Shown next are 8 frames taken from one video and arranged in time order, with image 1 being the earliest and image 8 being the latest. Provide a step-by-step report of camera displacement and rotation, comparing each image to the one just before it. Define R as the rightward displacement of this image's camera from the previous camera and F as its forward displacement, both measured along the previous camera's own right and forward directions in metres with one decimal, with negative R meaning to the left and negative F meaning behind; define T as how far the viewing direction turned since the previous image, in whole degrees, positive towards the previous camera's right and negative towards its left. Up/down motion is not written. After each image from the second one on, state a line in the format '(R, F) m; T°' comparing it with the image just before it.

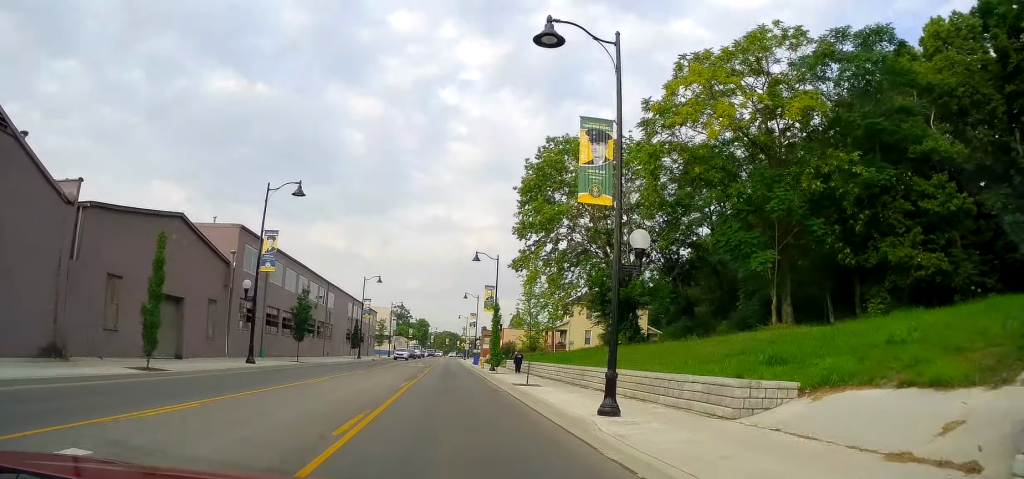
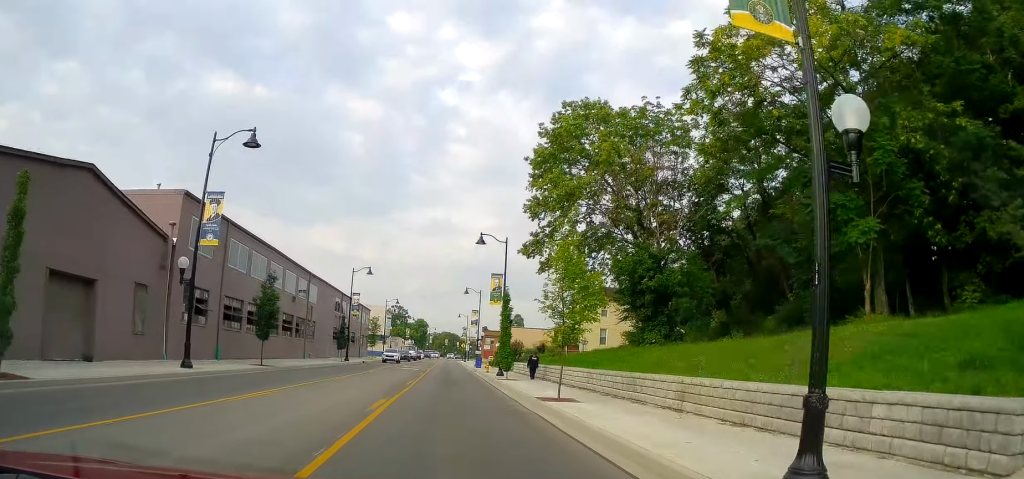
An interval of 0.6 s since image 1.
(-0.1, +7.5) m; -1°
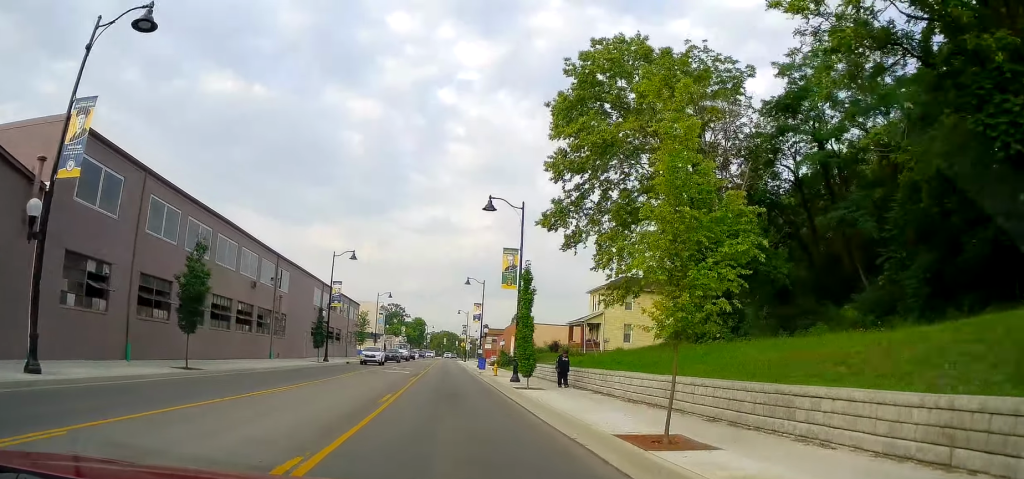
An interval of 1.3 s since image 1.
(0.0, +9.6) m; +2°
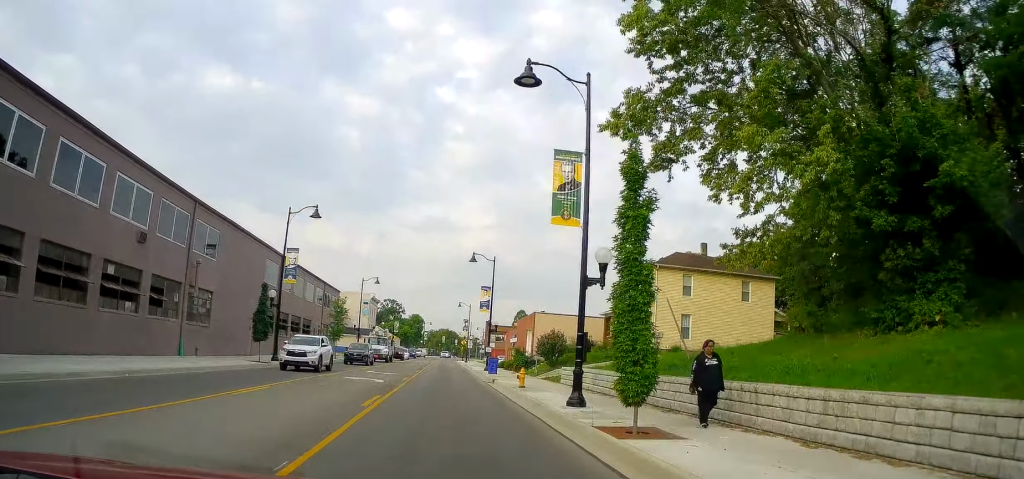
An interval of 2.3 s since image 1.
(+0.5, +14.7) m; -2°
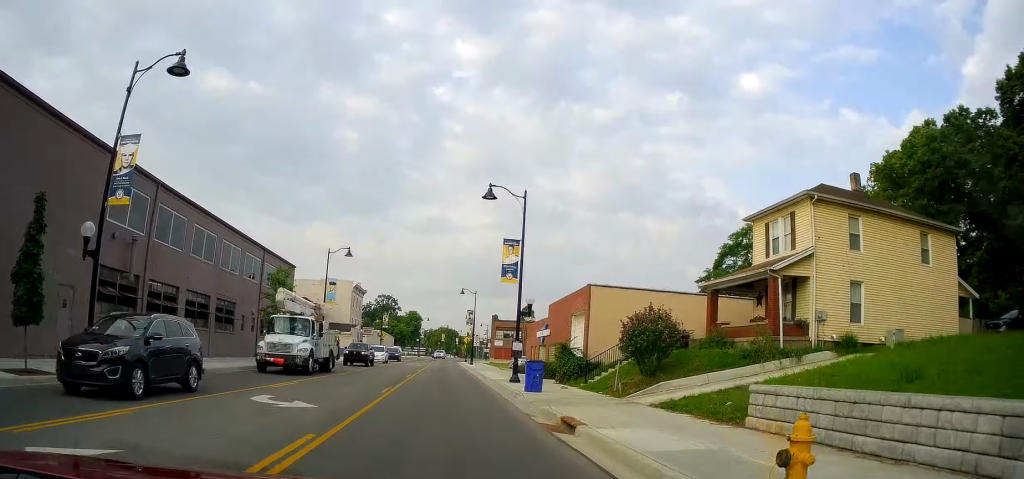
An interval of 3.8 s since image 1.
(-1.1, +20.0) m; -2°
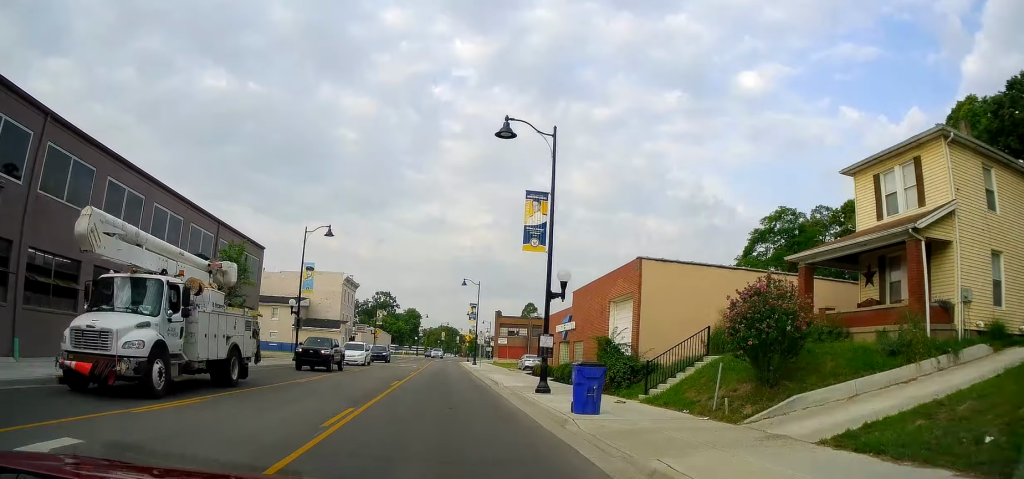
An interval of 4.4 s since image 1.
(+0.6, +8.4) m; +1°
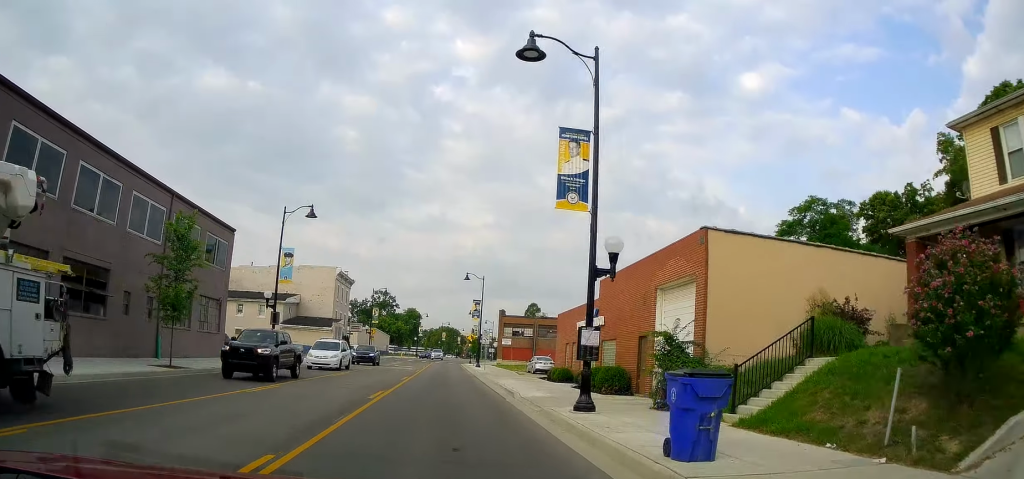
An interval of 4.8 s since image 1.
(0.0, +6.1) m; 0°
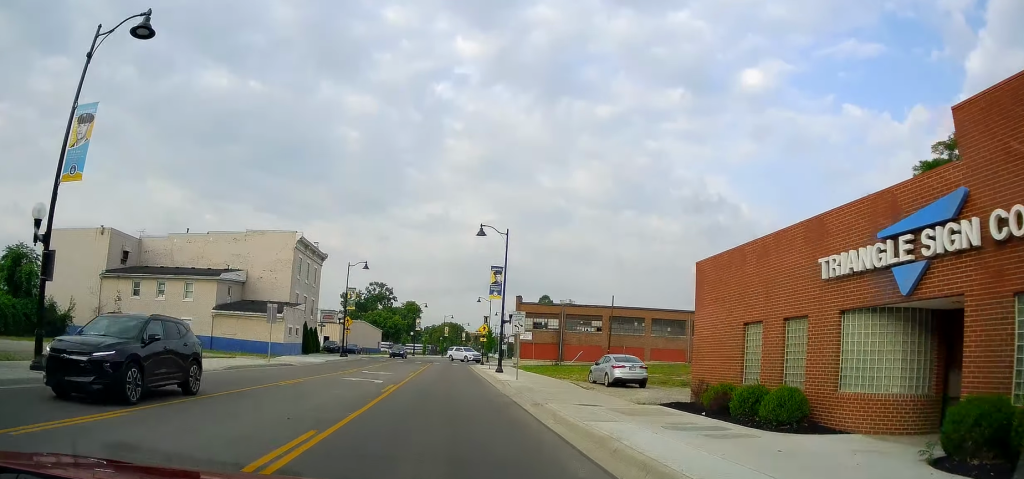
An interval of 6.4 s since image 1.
(+0.1, +22.5) m; -1°
